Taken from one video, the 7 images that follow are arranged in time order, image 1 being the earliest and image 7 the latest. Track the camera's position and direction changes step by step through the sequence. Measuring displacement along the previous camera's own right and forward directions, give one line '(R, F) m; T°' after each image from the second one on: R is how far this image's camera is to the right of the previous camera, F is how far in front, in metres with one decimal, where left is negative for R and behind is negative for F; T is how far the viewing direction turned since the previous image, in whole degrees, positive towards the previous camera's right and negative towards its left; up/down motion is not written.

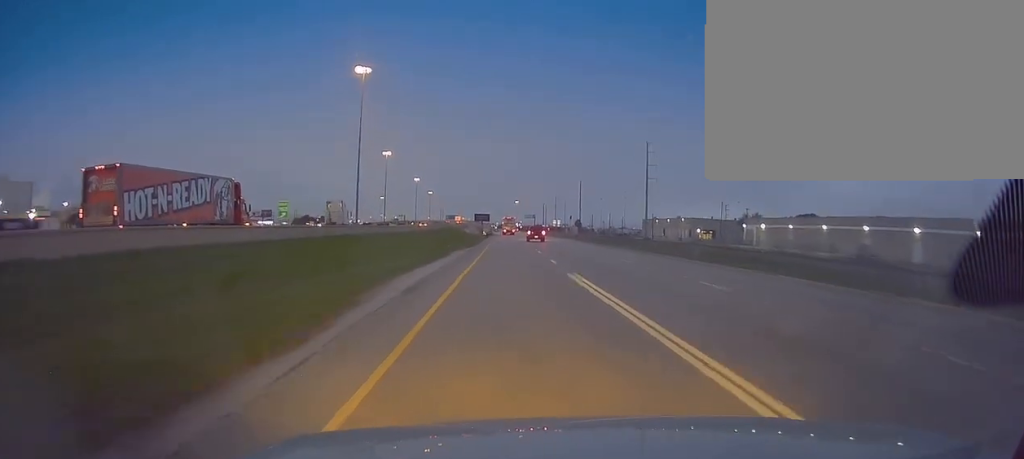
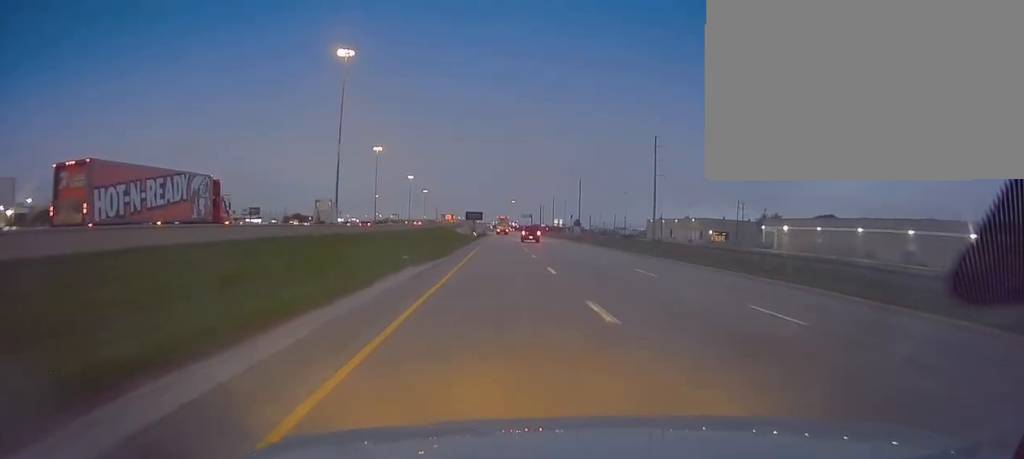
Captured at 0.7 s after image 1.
(0.0, +18.0) m; 0°
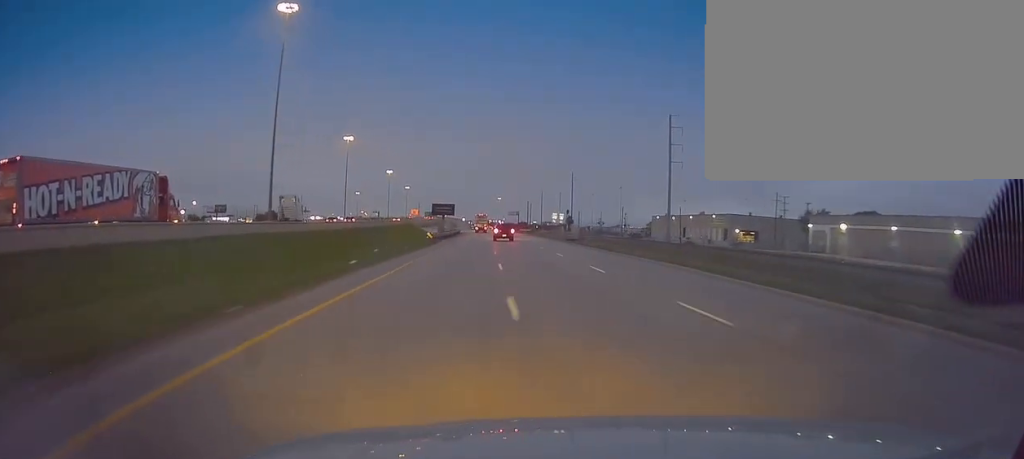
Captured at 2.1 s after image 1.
(+0.2, +38.0) m; 0°
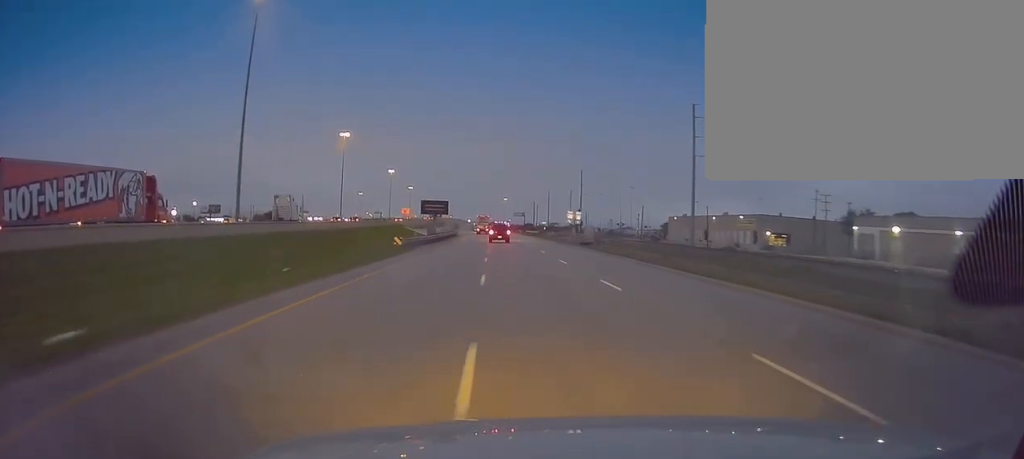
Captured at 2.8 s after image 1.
(0.0, +18.3) m; 0°
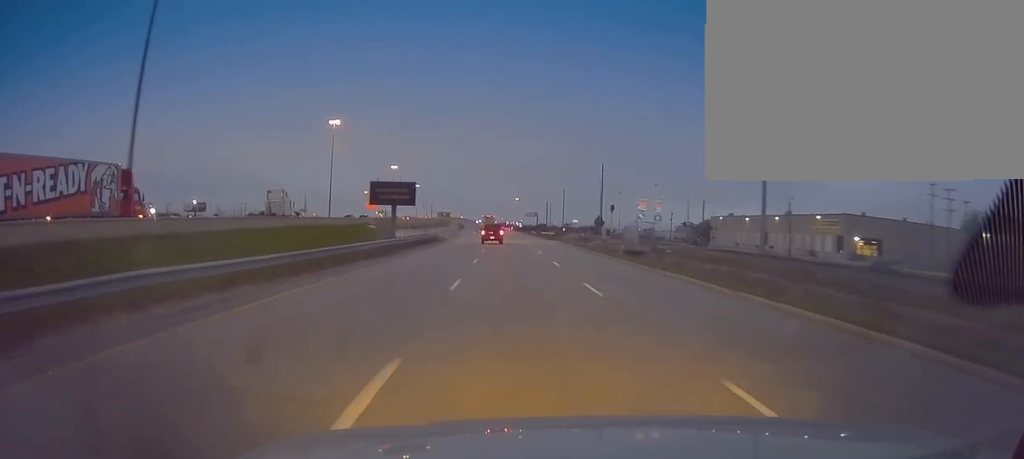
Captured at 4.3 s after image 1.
(+0.7, +38.0) m; +1°
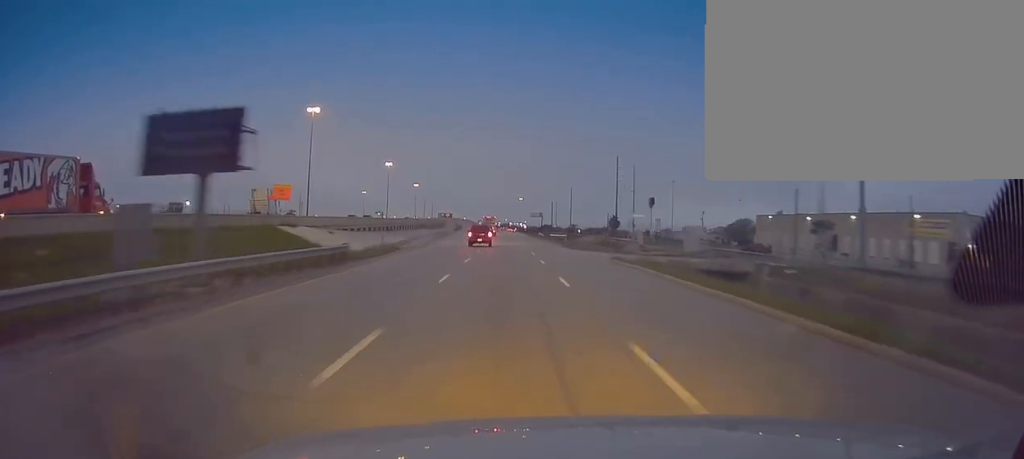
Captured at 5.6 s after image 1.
(-0.6, +33.7) m; -2°
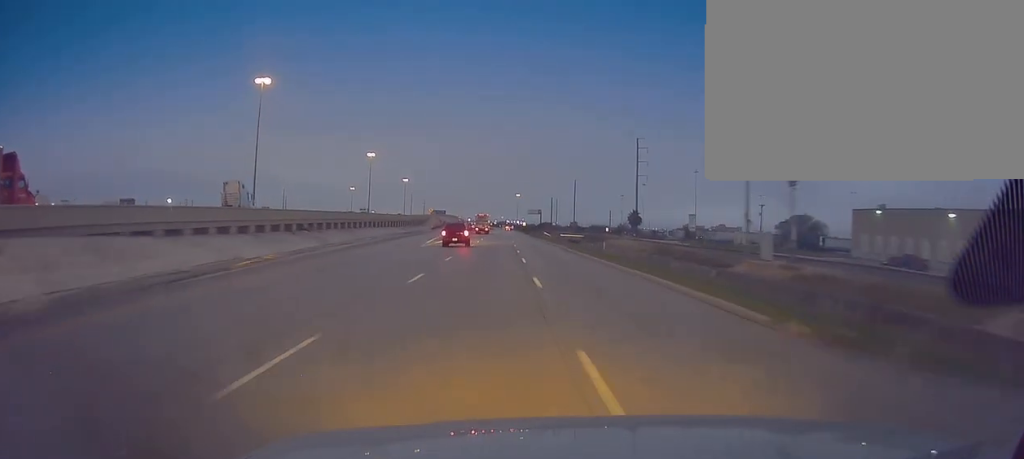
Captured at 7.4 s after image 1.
(0.0, +49.1) m; +1°
